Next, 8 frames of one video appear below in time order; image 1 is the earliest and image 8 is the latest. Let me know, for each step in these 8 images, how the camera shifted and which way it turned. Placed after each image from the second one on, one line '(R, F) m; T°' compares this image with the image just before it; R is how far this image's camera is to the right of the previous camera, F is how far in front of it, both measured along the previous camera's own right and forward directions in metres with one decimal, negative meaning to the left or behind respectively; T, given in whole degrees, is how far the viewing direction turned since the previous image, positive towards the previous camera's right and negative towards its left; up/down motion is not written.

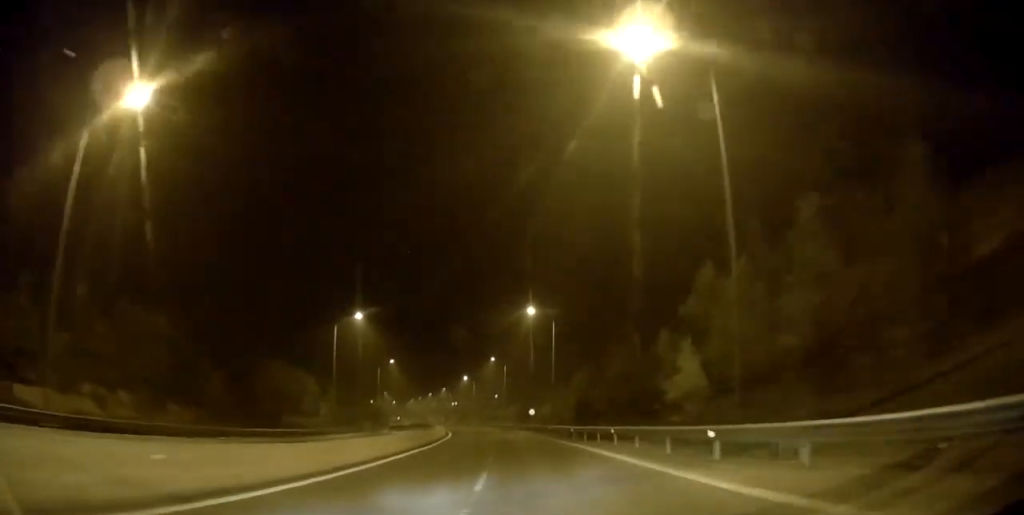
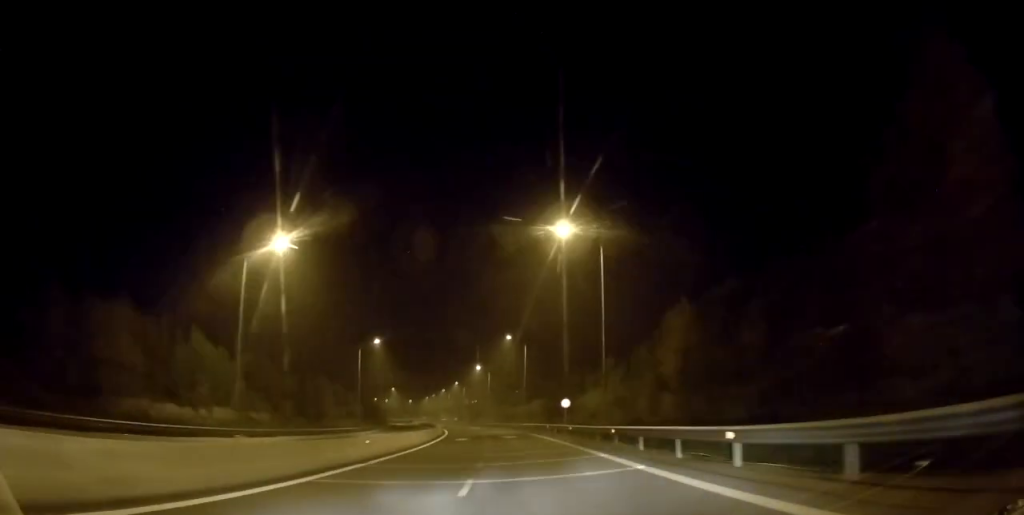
(-0.4, +25.4) m; -2°
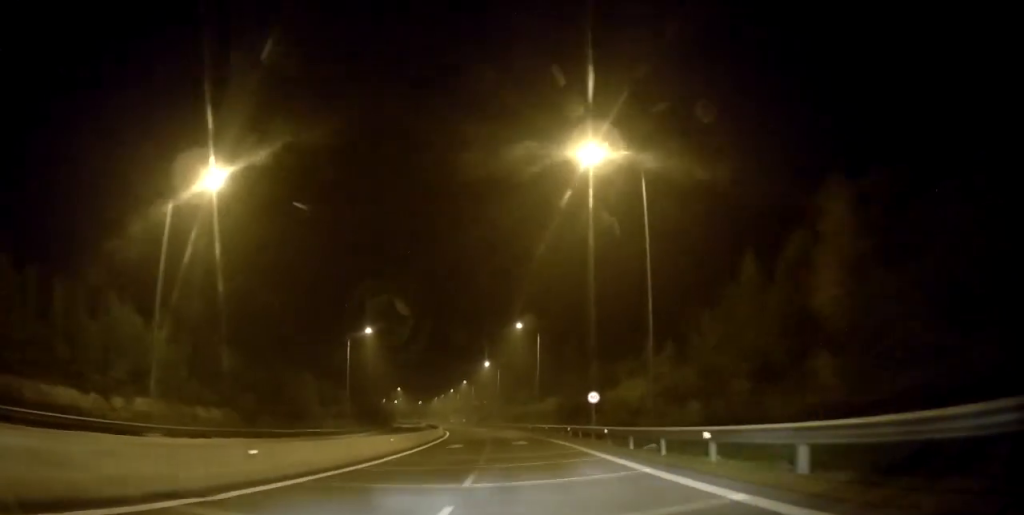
(-0.1, +11.0) m; -1°
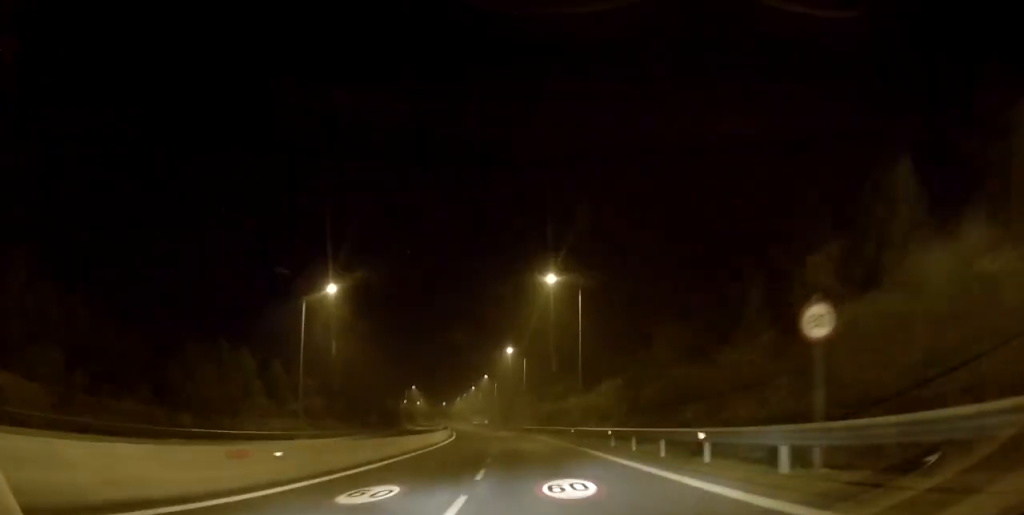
(-0.4, +23.0) m; -2°
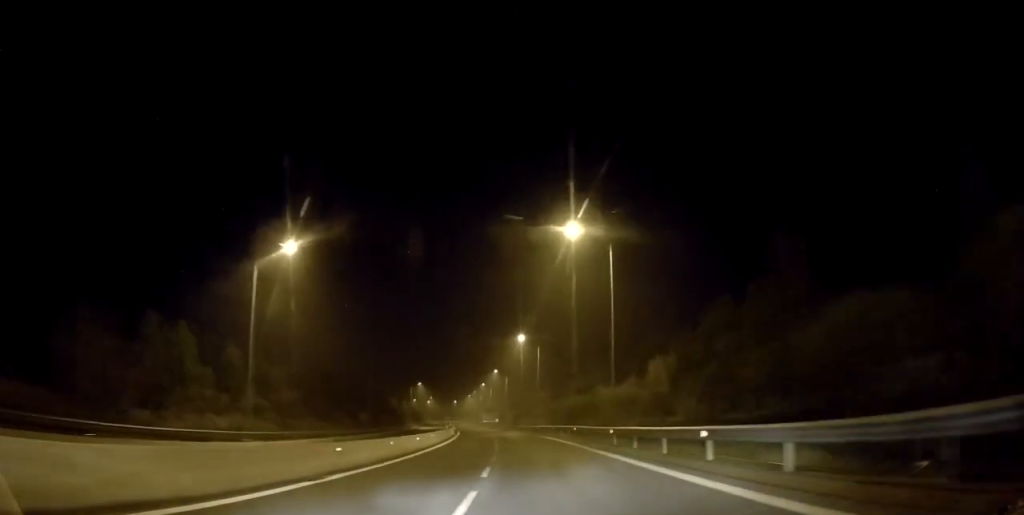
(0.0, +11.6) m; -1°
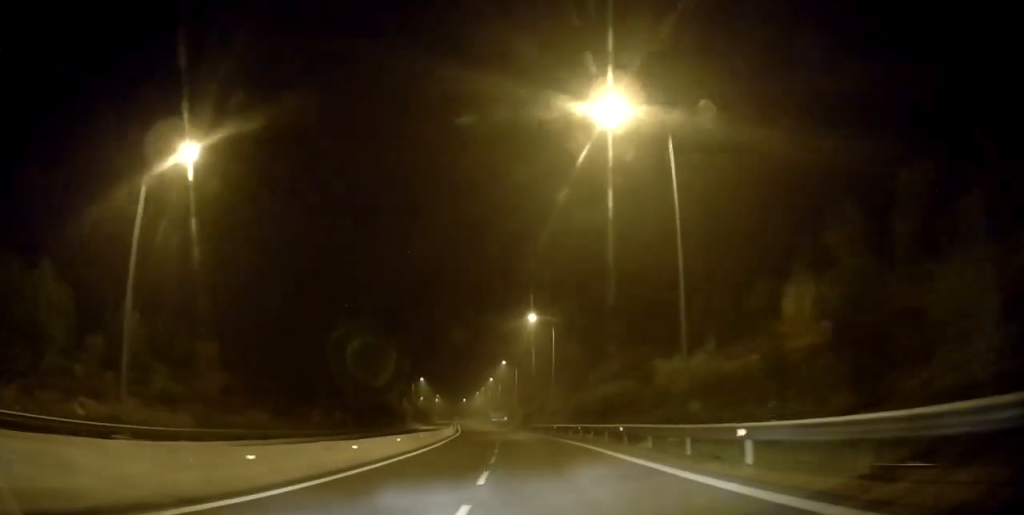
(-0.2, +14.2) m; -1°
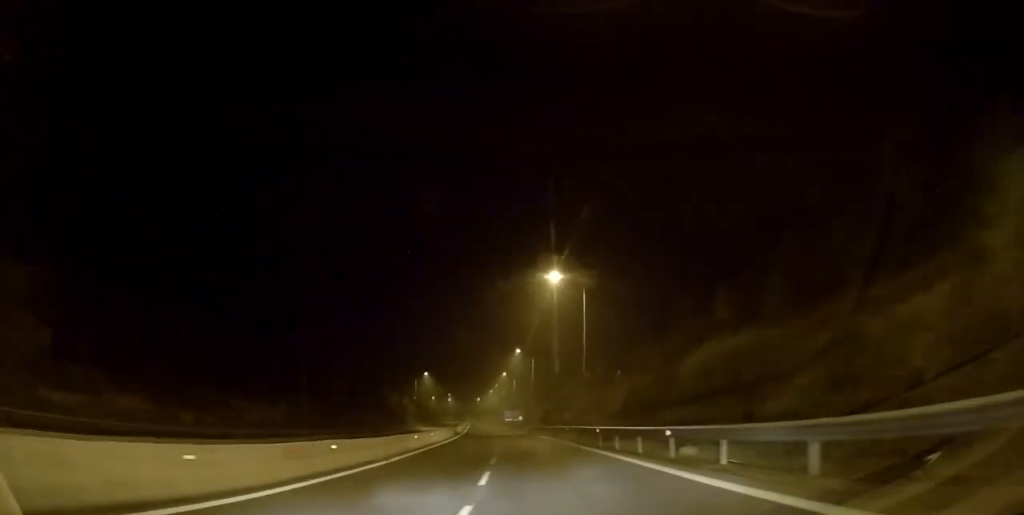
(-0.3, +18.5) m; -2°
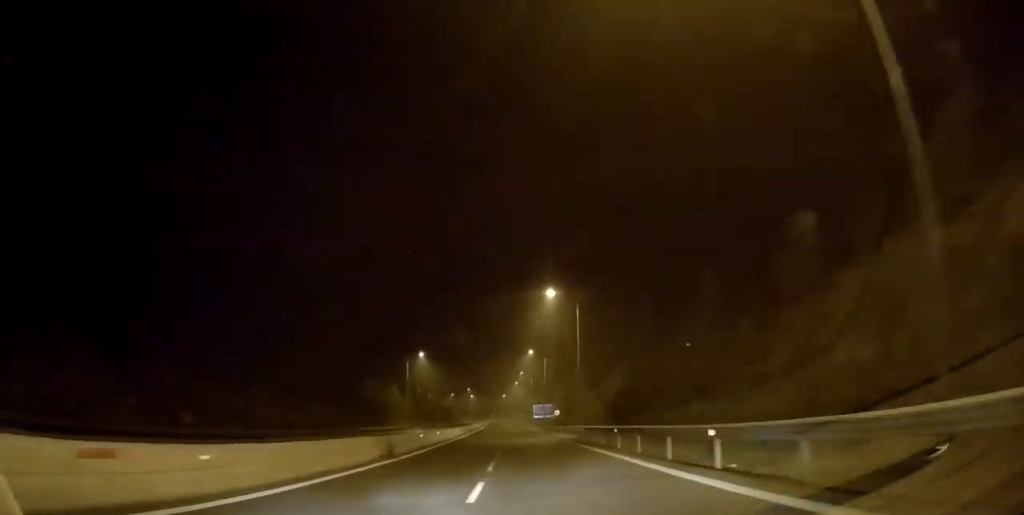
(-1.2, +39.4) m; -4°
